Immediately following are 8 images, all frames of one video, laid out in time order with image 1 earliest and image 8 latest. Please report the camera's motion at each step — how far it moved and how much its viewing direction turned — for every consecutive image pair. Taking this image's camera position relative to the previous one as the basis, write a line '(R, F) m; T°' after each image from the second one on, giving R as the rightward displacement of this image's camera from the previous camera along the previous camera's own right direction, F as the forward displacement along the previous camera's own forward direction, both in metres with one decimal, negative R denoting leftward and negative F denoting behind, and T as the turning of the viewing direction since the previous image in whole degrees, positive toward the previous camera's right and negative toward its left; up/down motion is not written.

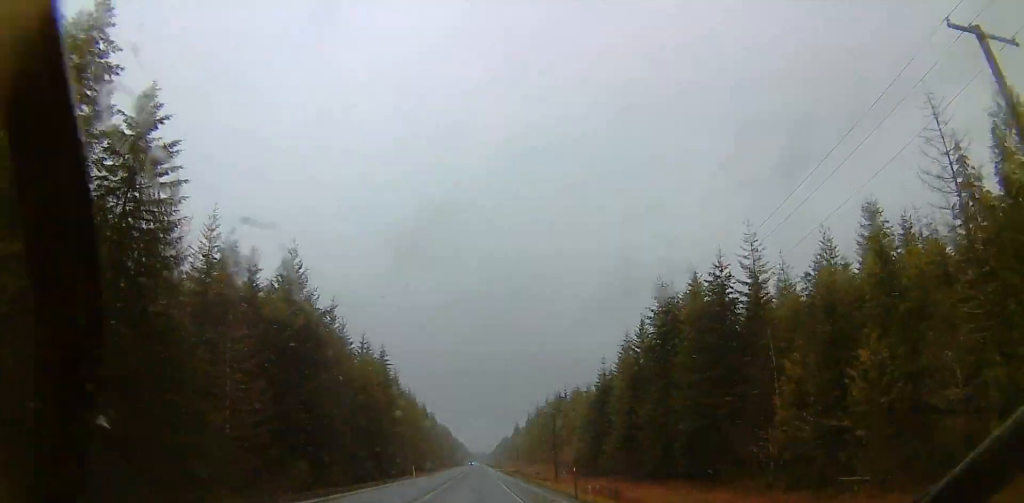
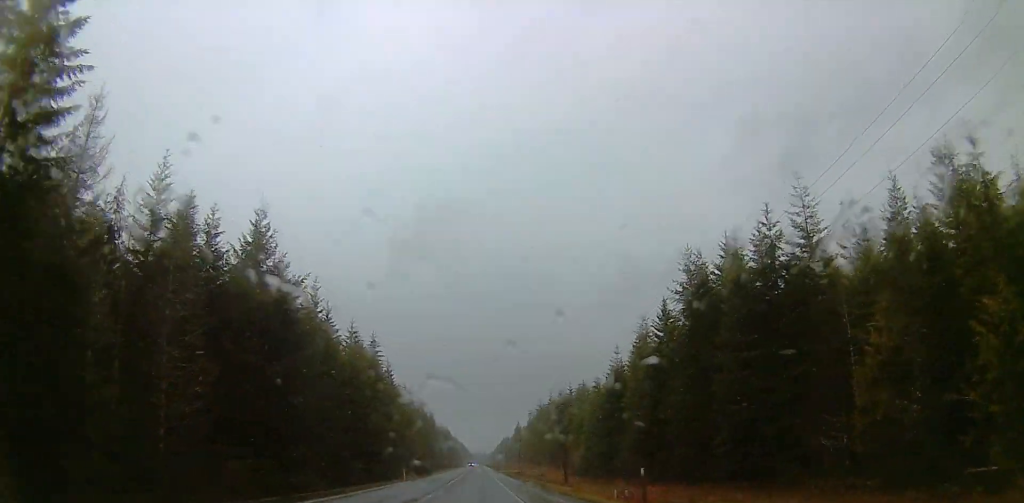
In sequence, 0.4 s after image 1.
(-0.2, +13.4) m; 0°
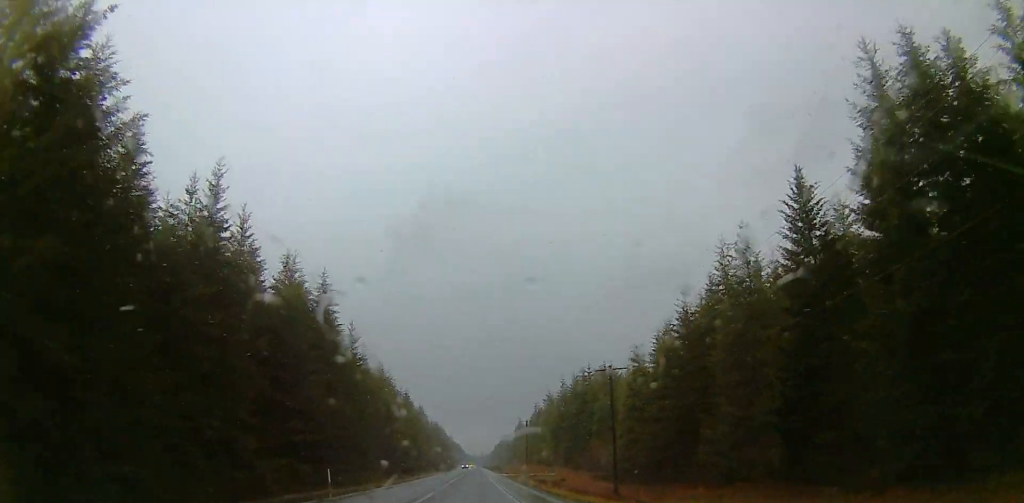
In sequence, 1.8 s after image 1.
(+0.4, +38.9) m; +2°
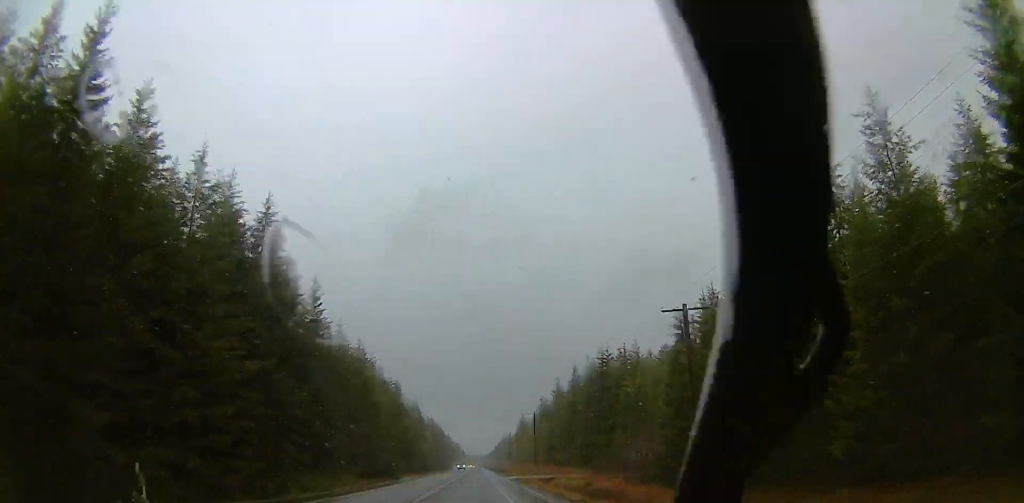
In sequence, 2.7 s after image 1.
(+0.3, +22.8) m; +1°
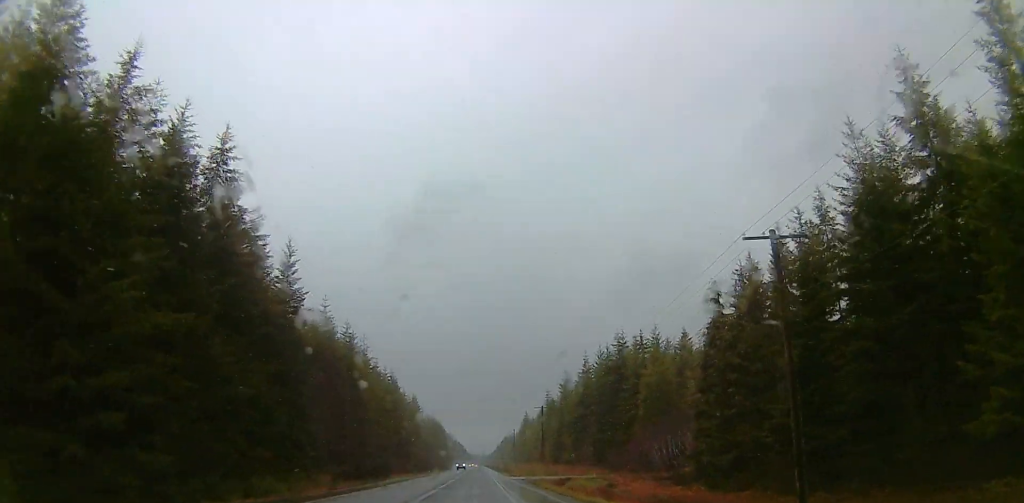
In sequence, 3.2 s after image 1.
(0.0, +13.0) m; -1°
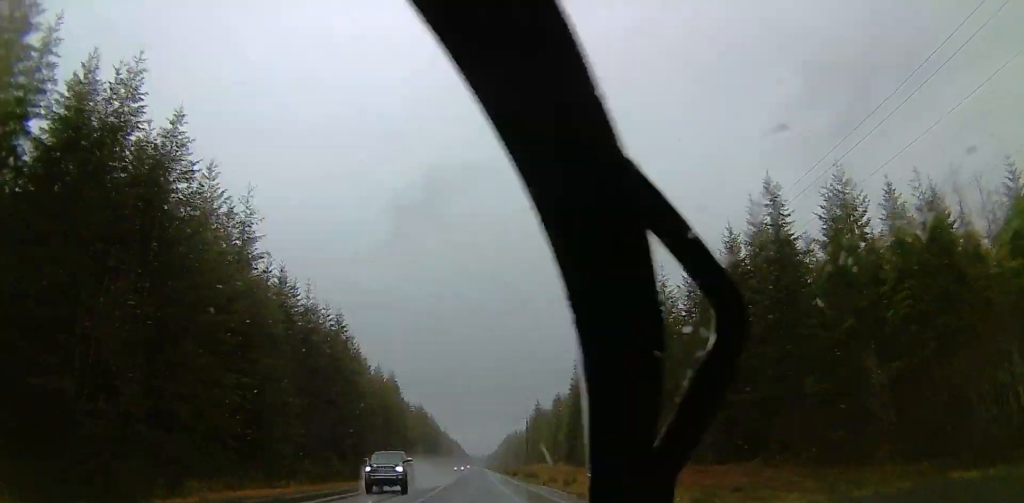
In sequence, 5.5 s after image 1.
(-1.8, +58.6) m; -1°
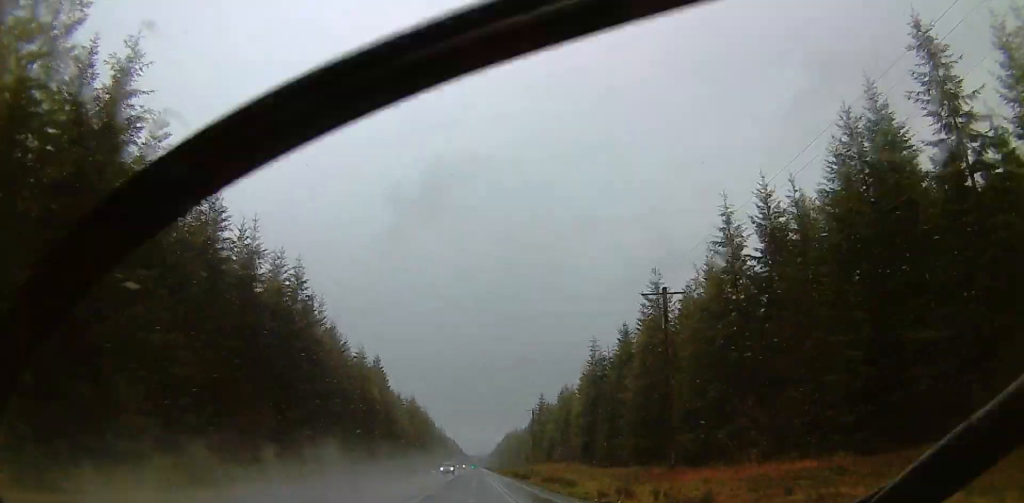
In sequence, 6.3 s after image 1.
(+0.5, +22.2) m; +1°
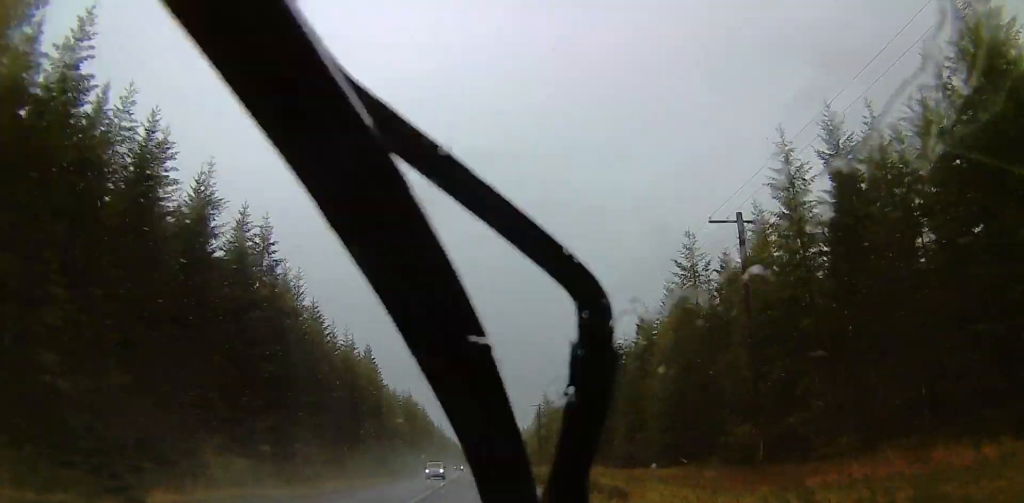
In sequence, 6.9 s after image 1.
(+0.1, +12.5) m; +1°
